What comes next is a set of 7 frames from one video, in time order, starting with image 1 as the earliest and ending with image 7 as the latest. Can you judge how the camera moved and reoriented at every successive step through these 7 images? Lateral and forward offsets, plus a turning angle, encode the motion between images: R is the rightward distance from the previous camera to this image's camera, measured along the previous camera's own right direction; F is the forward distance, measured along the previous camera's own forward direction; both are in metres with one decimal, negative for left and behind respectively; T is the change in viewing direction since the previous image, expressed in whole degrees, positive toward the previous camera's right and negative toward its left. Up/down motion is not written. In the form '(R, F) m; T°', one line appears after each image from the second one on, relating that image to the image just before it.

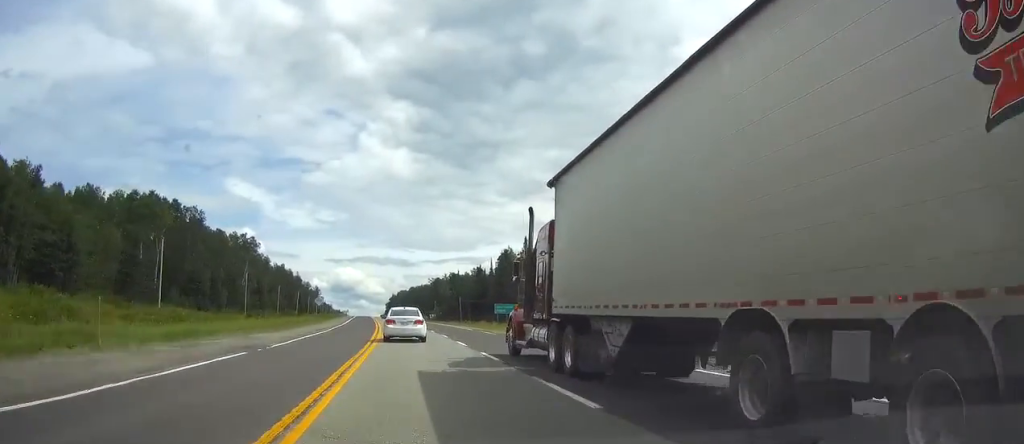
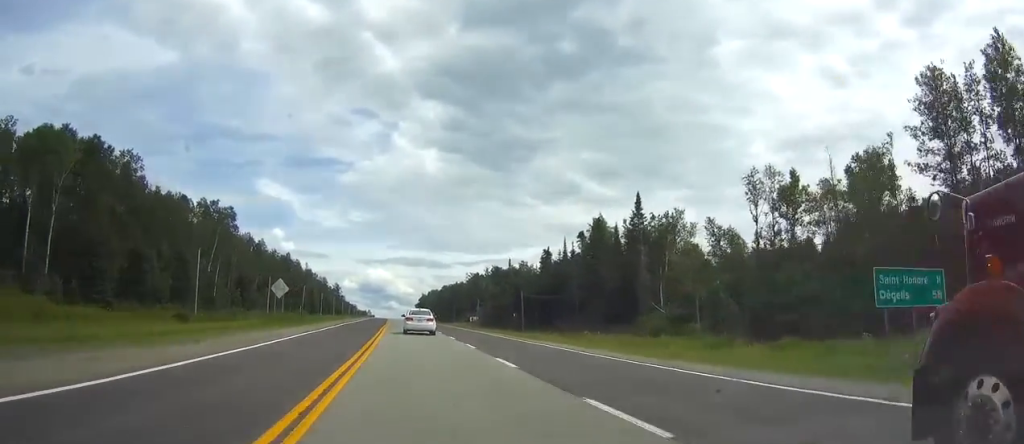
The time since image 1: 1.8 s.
(-1.0, +54.3) m; -2°
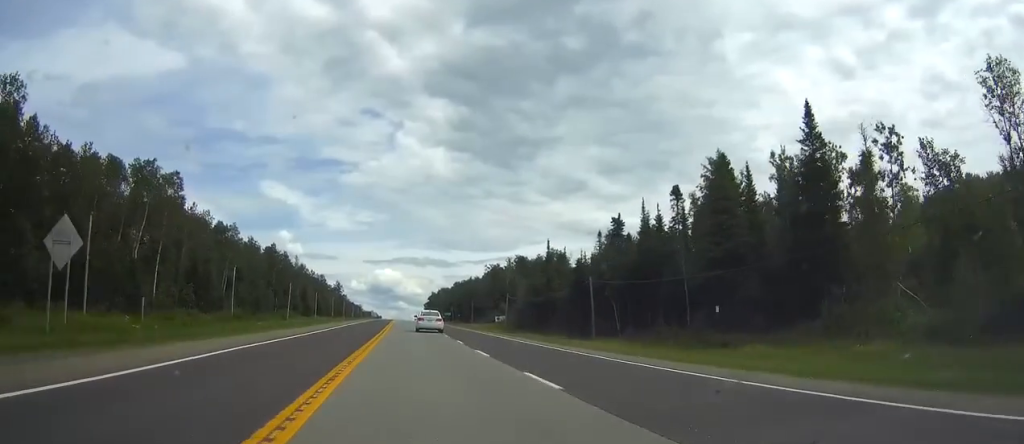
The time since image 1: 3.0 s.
(-0.4, +39.8) m; -1°
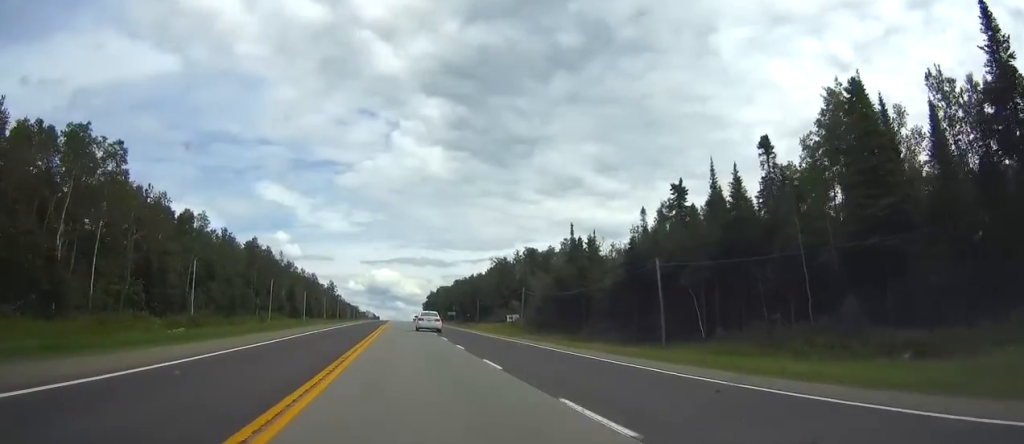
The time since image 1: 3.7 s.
(0.0, +22.2) m; 0°
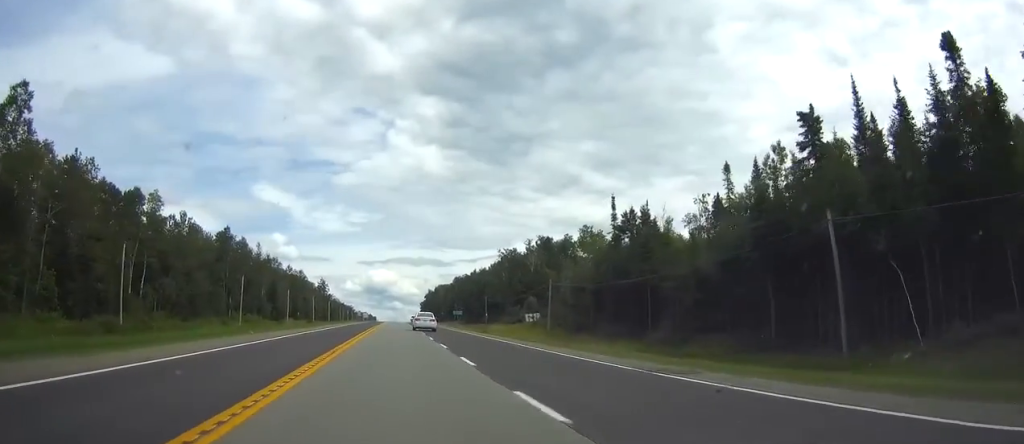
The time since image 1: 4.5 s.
(+0.1, +25.6) m; 0°
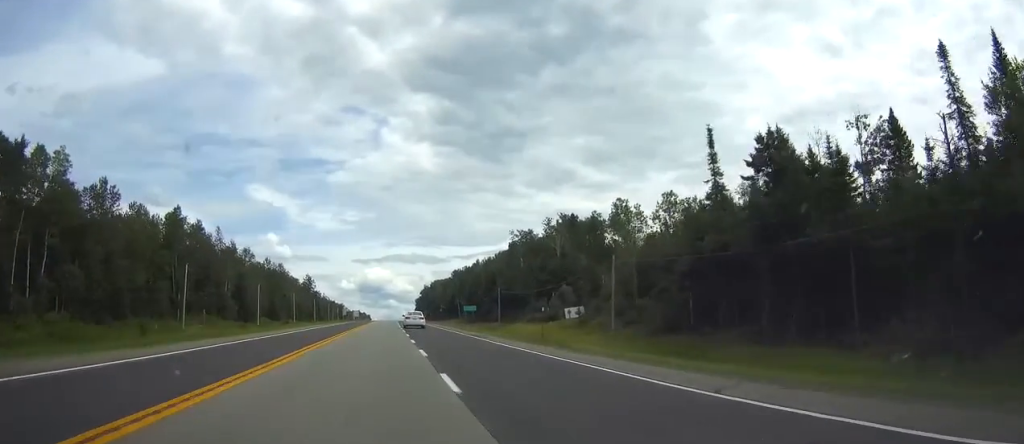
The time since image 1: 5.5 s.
(-0.1, +32.4) m; 0°
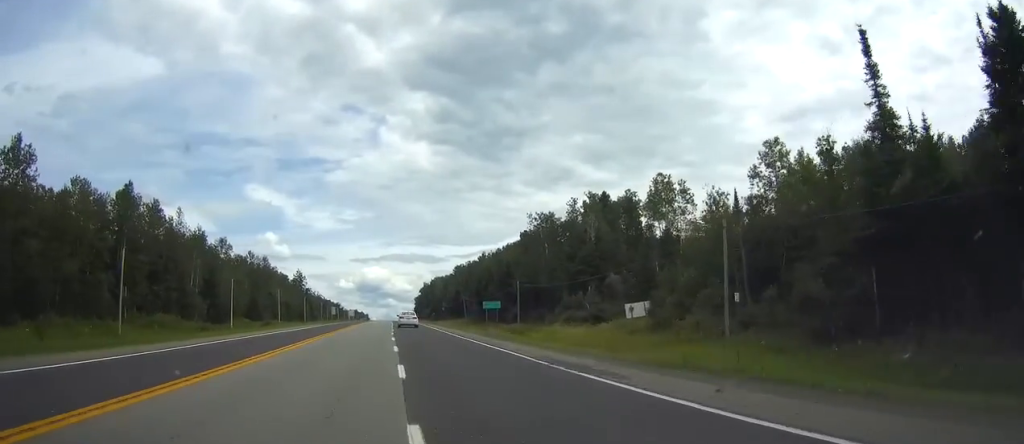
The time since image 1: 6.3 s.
(+0.1, +24.1) m; 0°
